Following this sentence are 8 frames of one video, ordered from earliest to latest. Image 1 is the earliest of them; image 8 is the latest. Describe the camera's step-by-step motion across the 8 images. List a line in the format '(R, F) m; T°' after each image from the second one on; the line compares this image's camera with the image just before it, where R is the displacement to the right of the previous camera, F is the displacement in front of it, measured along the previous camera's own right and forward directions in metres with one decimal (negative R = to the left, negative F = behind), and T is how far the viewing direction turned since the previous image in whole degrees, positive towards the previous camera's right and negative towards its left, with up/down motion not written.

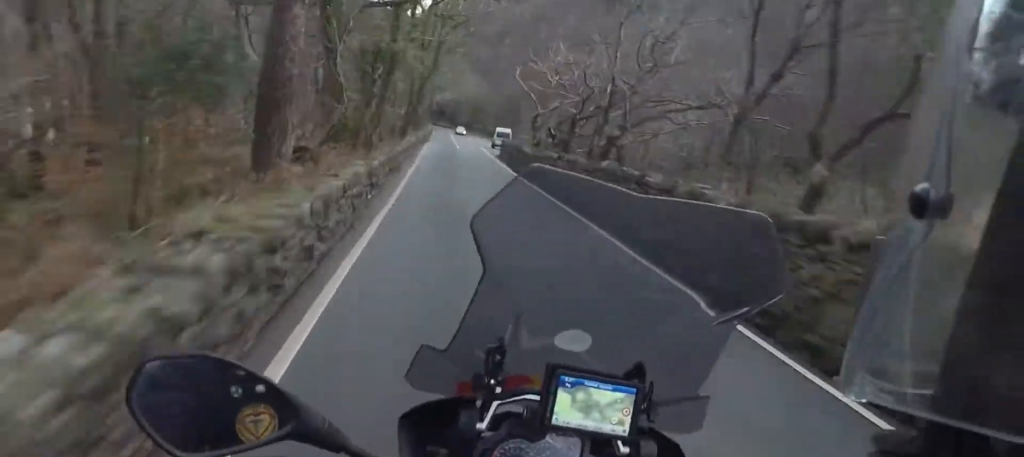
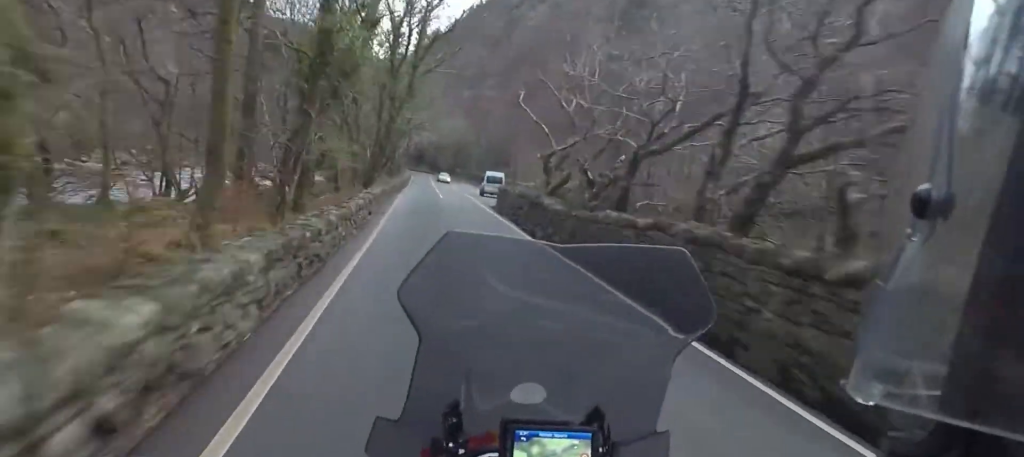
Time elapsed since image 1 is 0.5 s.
(0.0, +11.7) m; +1°
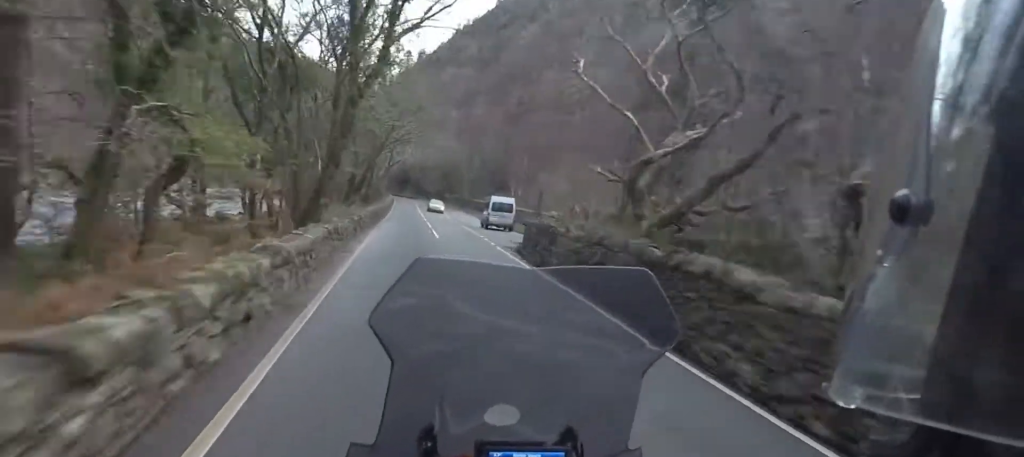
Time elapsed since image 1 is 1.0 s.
(-0.2, +13.8) m; +1°
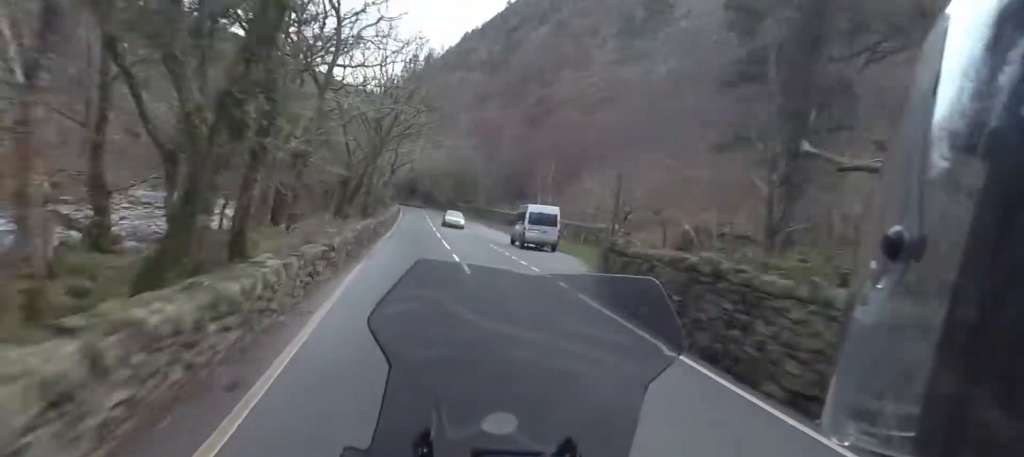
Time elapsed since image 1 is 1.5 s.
(+0.2, +10.7) m; 0°
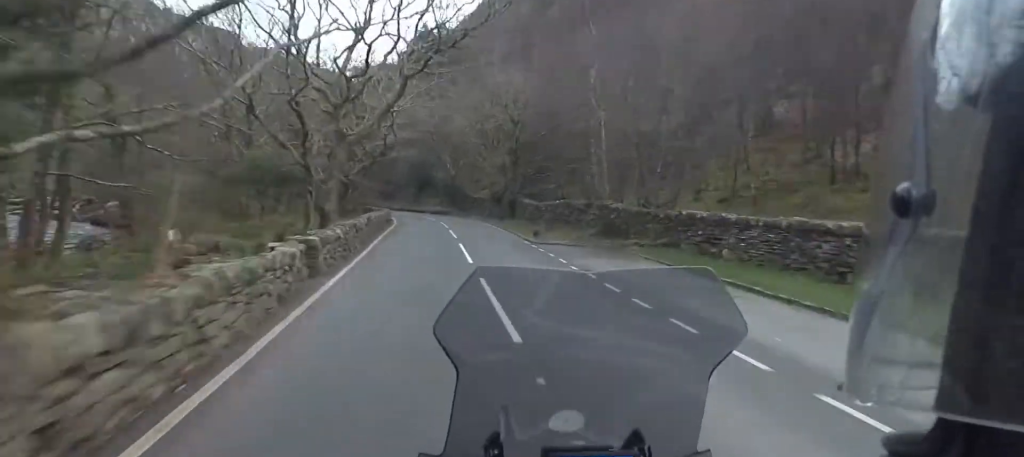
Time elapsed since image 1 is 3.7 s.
(-2.4, +49.7) m; -6°
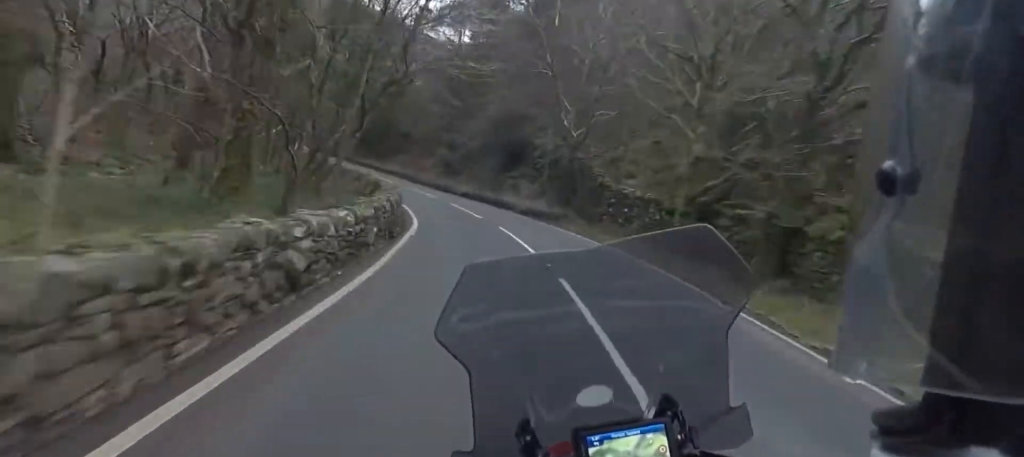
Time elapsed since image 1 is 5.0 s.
(-0.3, +28.1) m; -6°
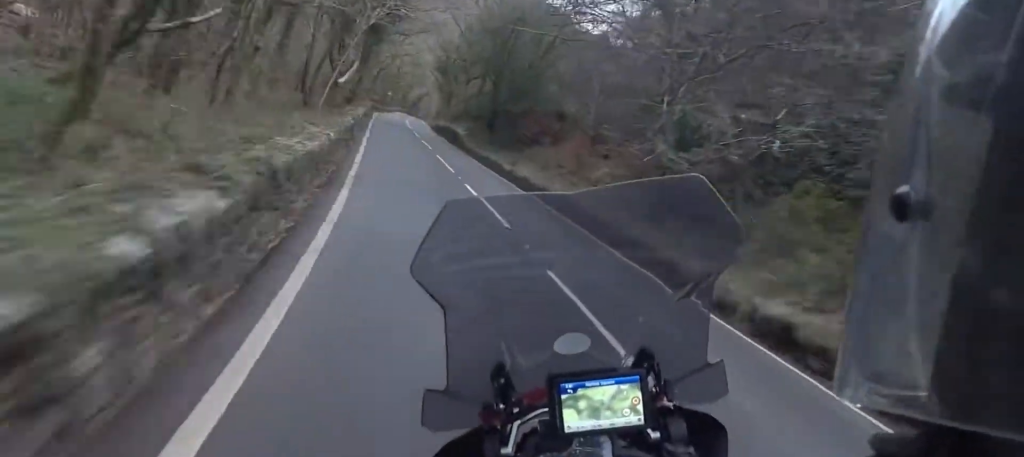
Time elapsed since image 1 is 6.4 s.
(-3.0, +29.0) m; -9°
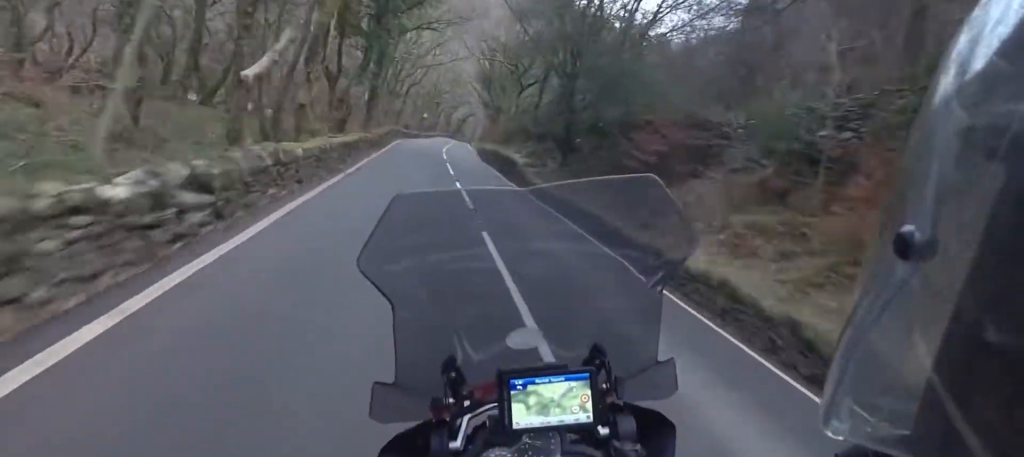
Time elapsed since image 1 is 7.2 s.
(-0.1, +15.3) m; -4°
